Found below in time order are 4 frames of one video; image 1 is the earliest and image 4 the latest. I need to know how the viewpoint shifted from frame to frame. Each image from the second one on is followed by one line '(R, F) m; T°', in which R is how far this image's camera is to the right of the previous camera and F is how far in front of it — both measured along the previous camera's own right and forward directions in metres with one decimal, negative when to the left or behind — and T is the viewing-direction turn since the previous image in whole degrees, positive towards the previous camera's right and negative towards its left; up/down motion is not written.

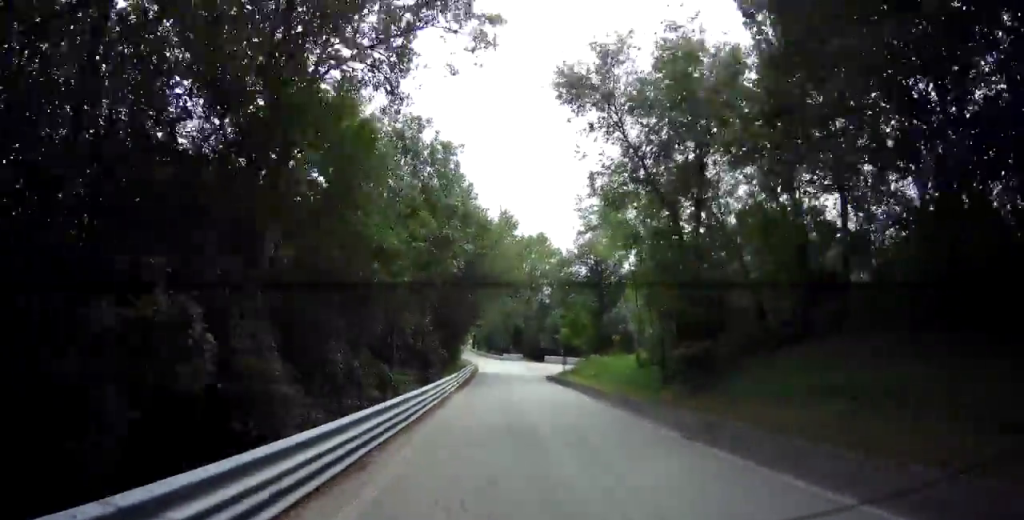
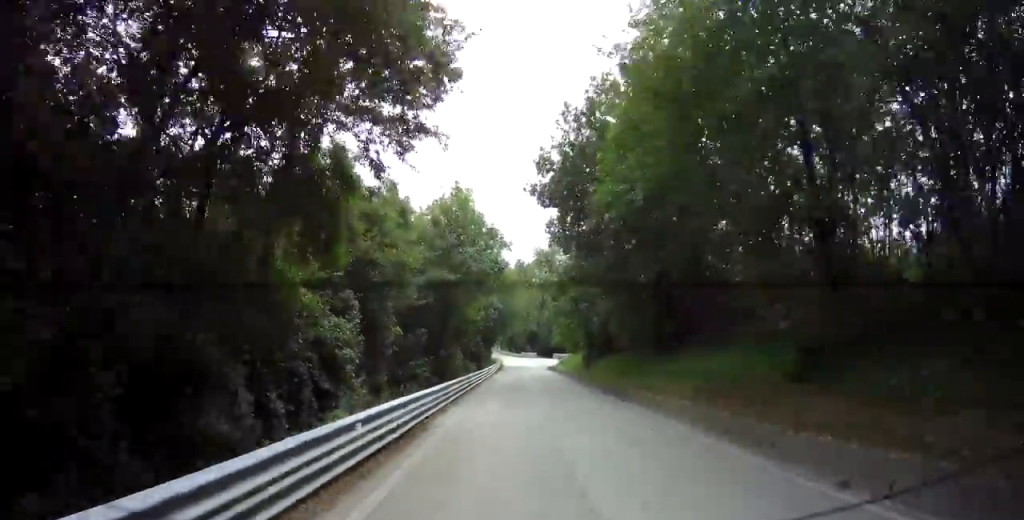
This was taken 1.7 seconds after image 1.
(-0.6, +23.1) m; -7°
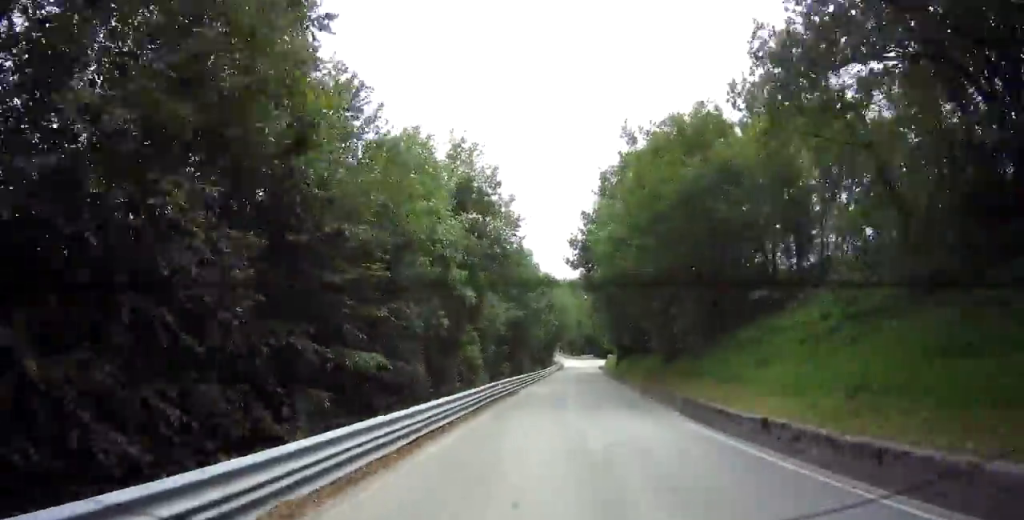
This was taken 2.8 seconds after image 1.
(-1.4, +14.9) m; -4°
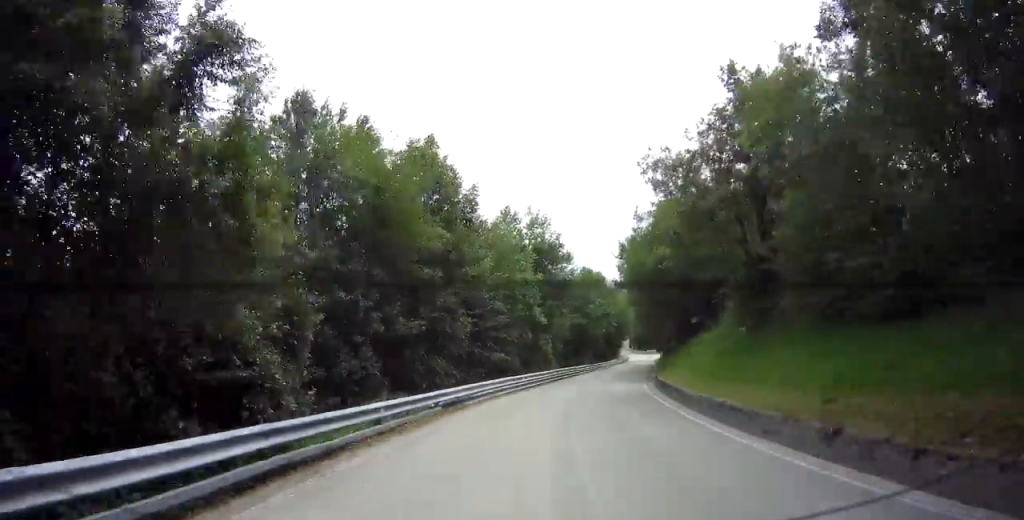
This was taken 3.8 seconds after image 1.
(+0.6, +13.2) m; -2°
